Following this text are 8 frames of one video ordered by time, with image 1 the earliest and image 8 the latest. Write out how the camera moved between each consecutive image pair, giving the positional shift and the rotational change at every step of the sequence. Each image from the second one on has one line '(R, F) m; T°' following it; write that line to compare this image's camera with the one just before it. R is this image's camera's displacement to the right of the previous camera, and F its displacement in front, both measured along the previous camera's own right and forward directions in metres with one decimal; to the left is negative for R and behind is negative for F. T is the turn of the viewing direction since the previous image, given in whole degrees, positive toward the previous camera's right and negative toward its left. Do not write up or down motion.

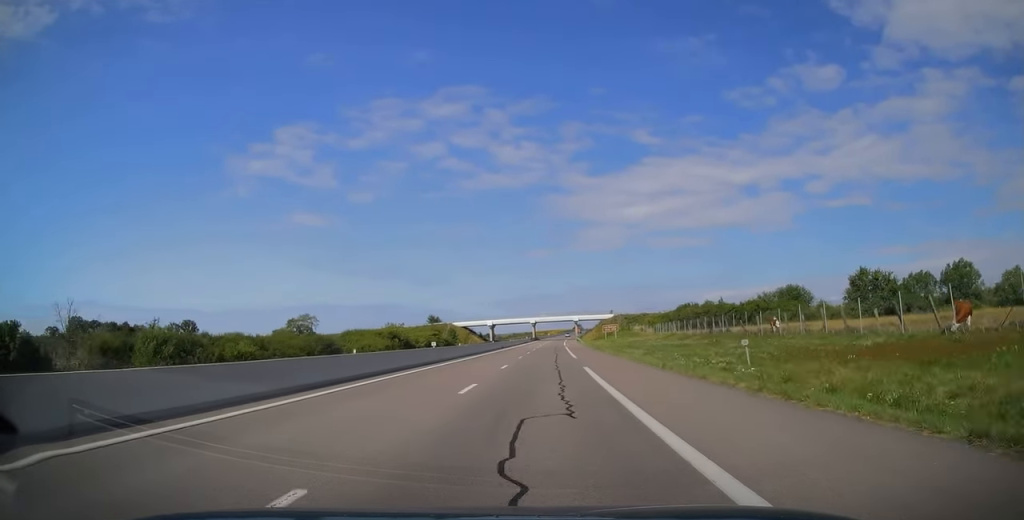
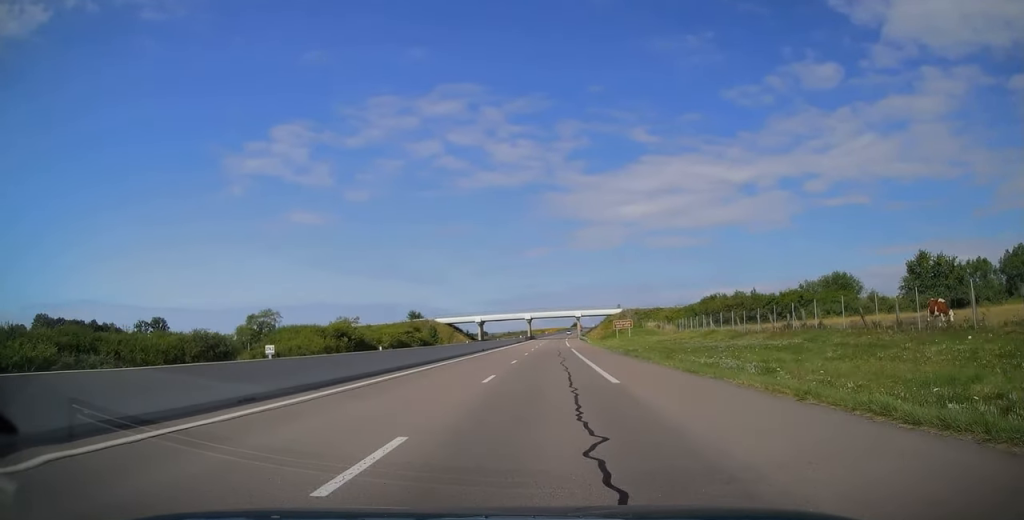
(+0.3, +22.3) m; +1°
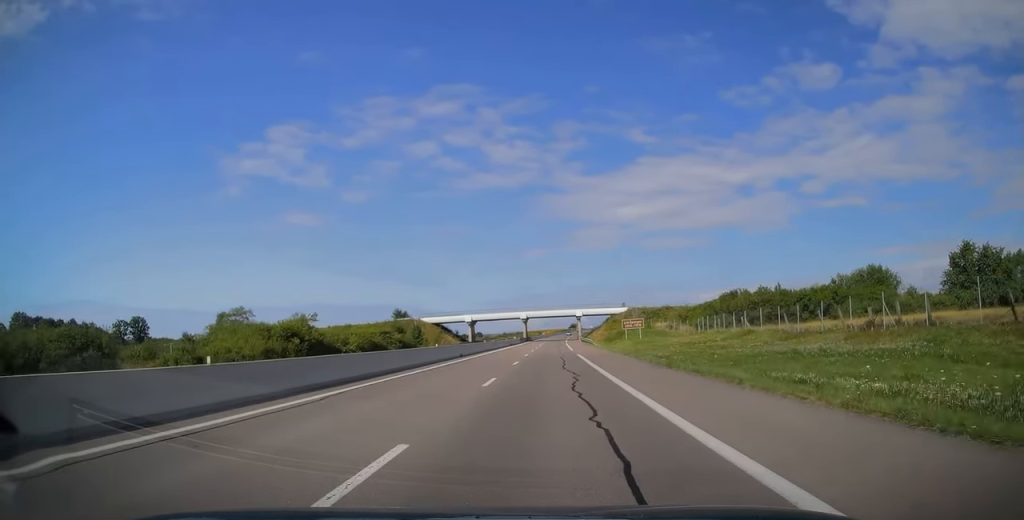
(0.0, +13.1) m; 0°
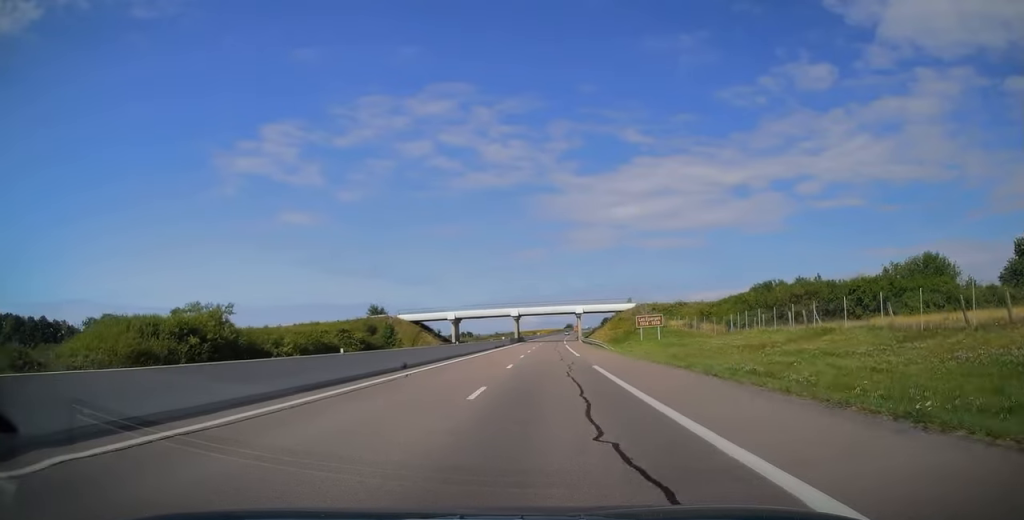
(0.0, +16.5) m; 0°
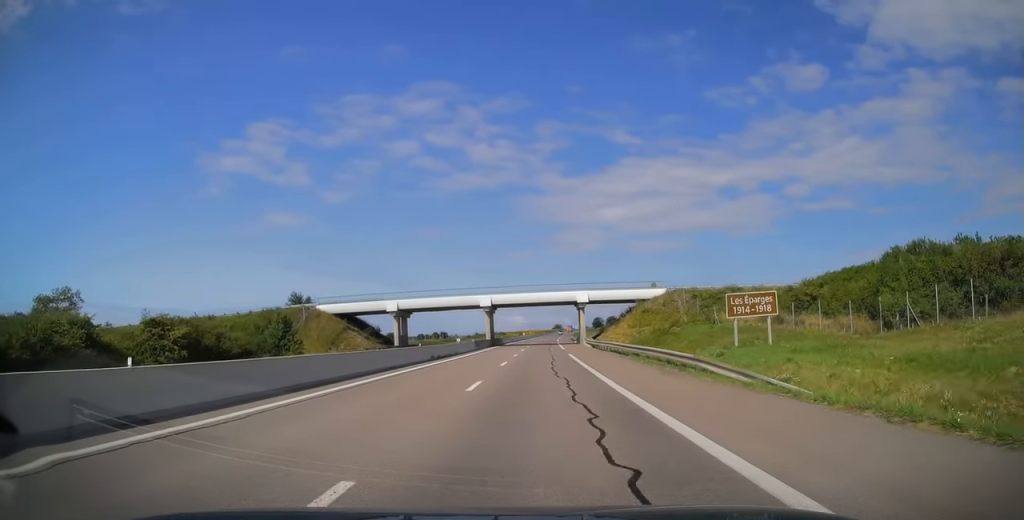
(0.0, +35.6) m; +1°
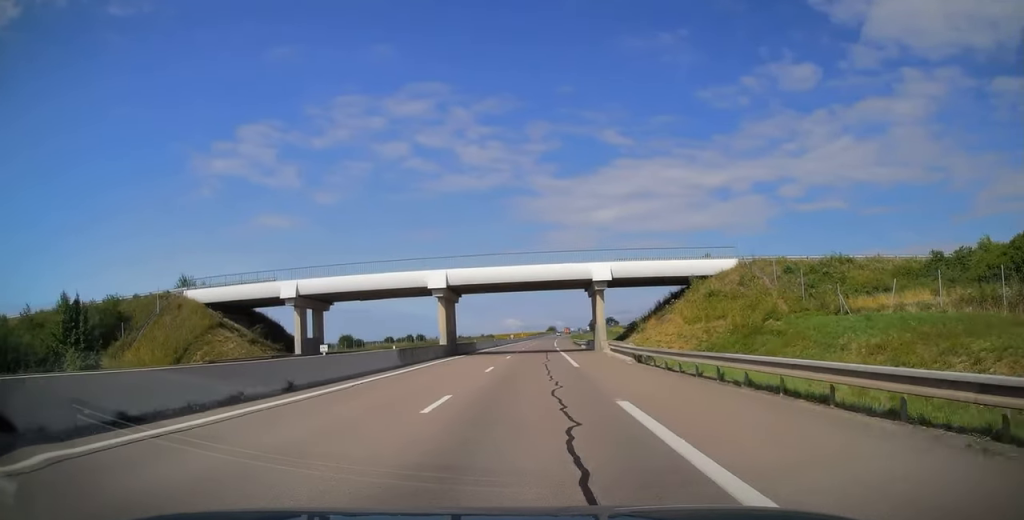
(+0.3, +29.2) m; +1°
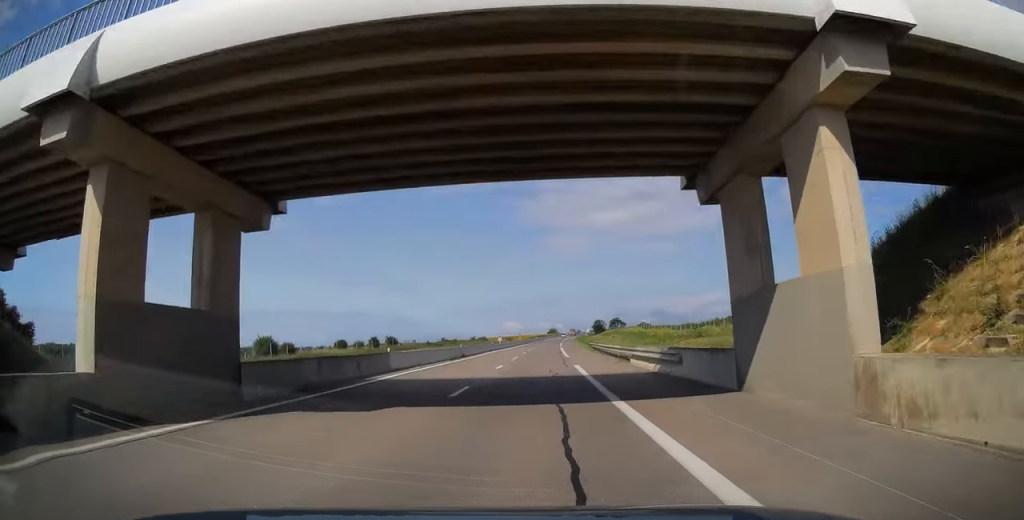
(0.0, +35.6) m; 0°
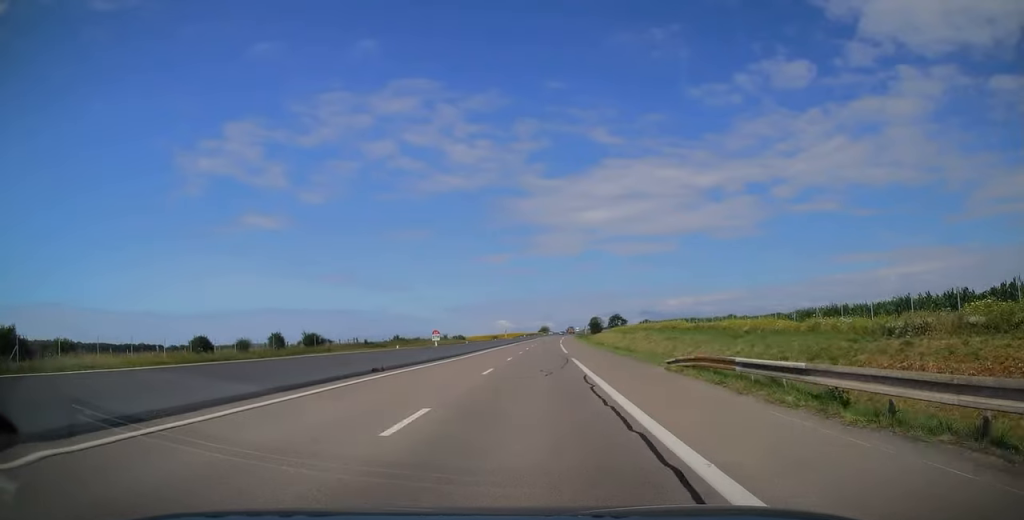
(0.0, +45.8) m; 0°
